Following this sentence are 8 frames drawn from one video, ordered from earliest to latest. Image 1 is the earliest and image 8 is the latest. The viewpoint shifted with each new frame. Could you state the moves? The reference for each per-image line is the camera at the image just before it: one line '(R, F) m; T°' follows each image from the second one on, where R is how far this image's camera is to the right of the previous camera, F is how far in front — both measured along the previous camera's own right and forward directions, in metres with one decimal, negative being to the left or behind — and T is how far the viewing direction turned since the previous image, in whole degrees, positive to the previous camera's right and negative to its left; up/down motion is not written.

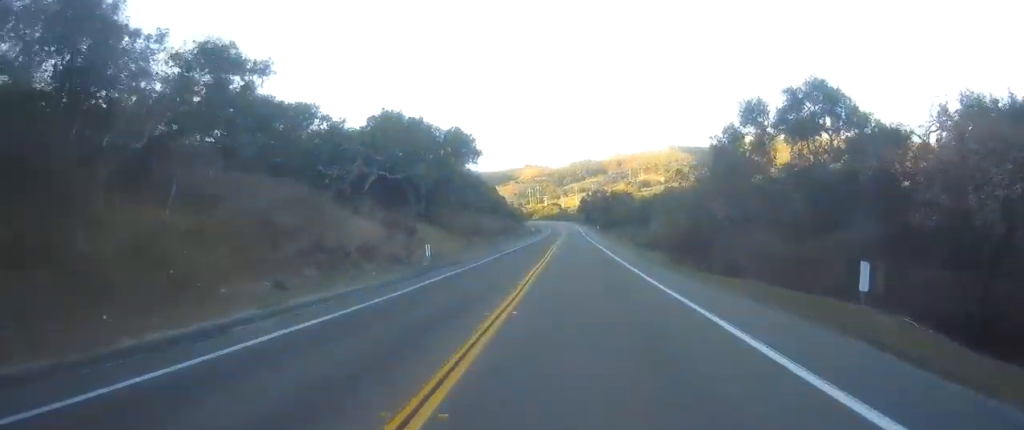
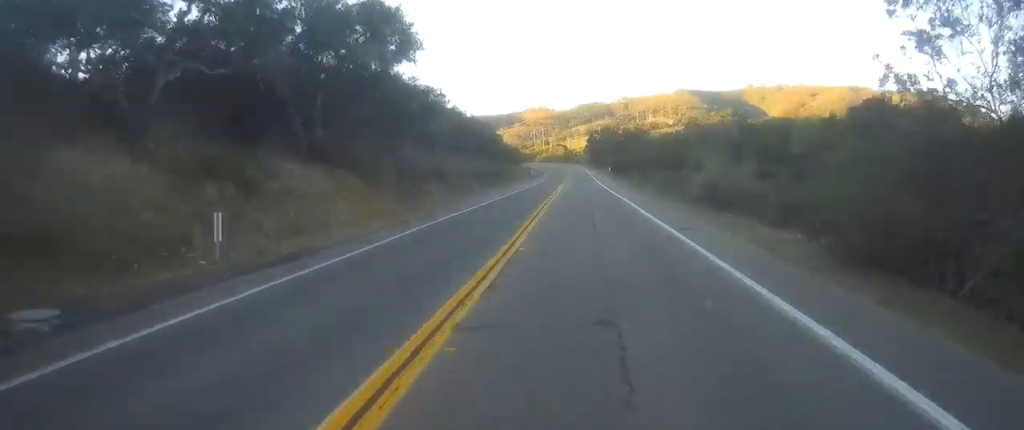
(-0.1, +22.6) m; 0°
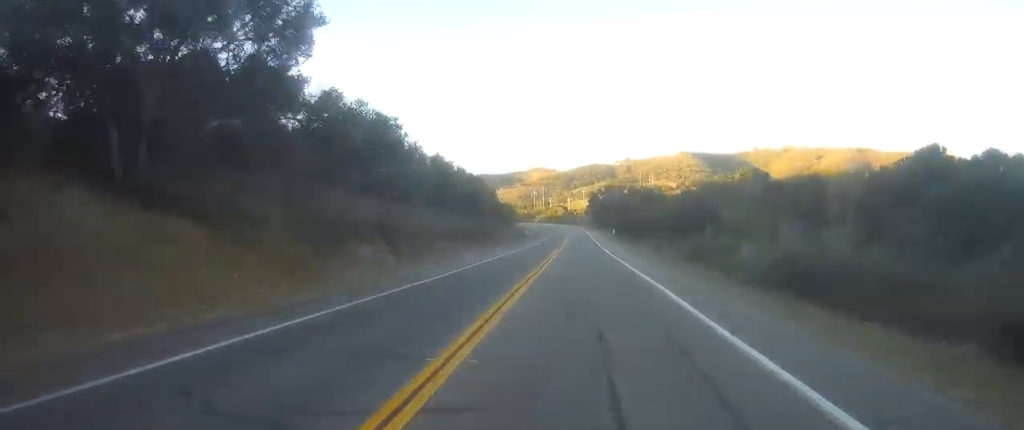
(-0.1, +13.2) m; 0°
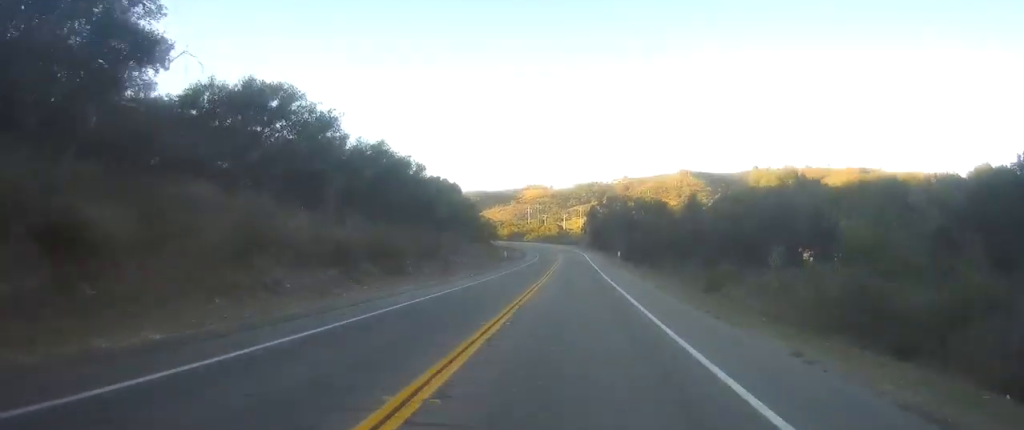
(+0.2, +23.2) m; 0°
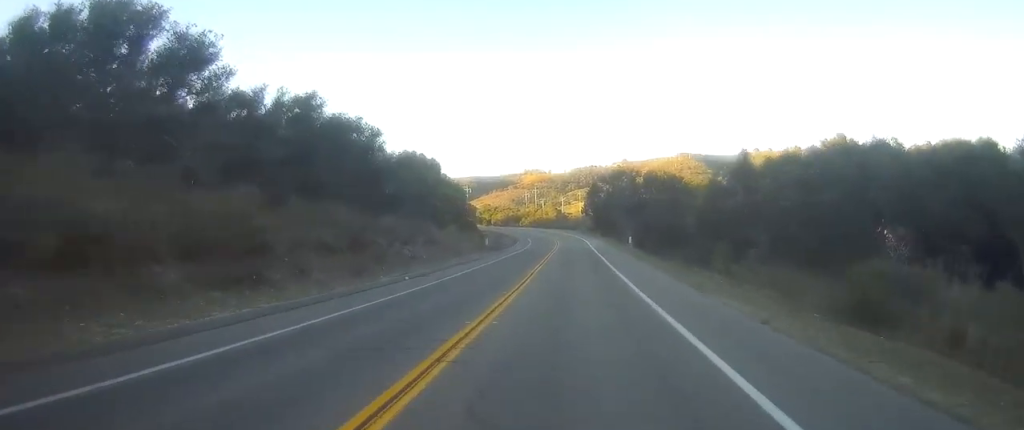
(-0.1, +16.2) m; 0°
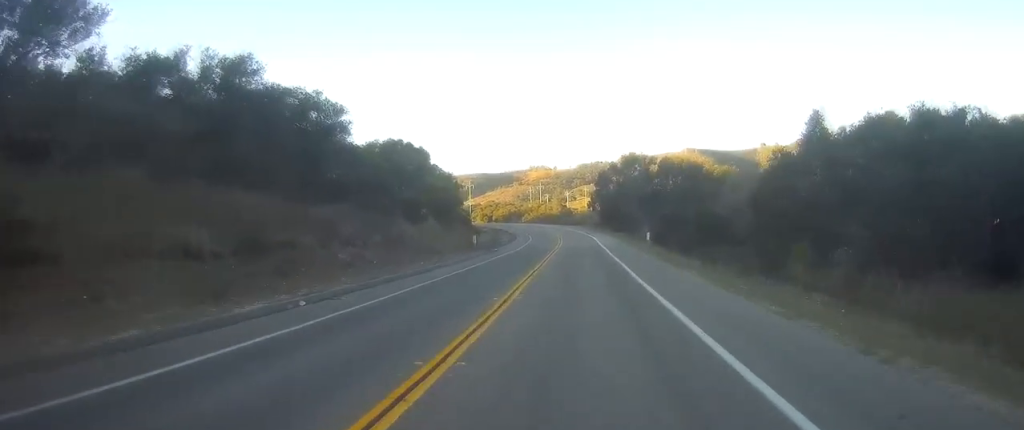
(0.0, +11.1) m; 0°
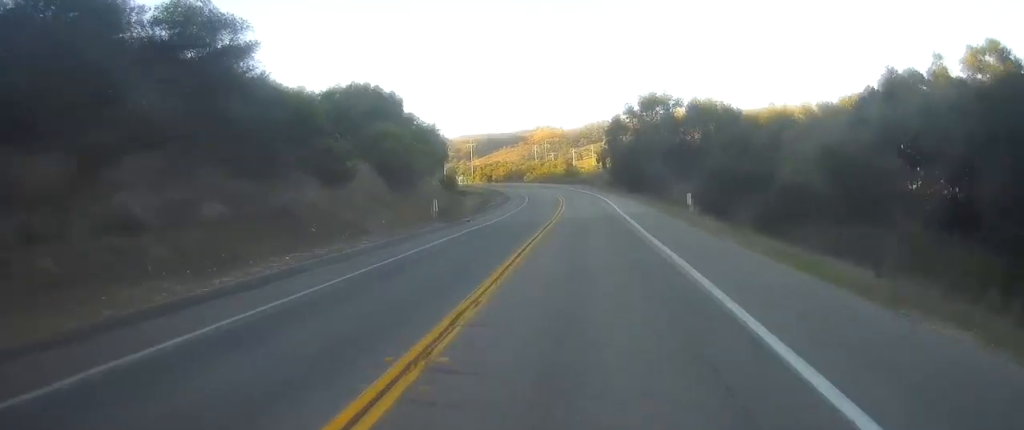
(0.0, +17.1) m; -1°
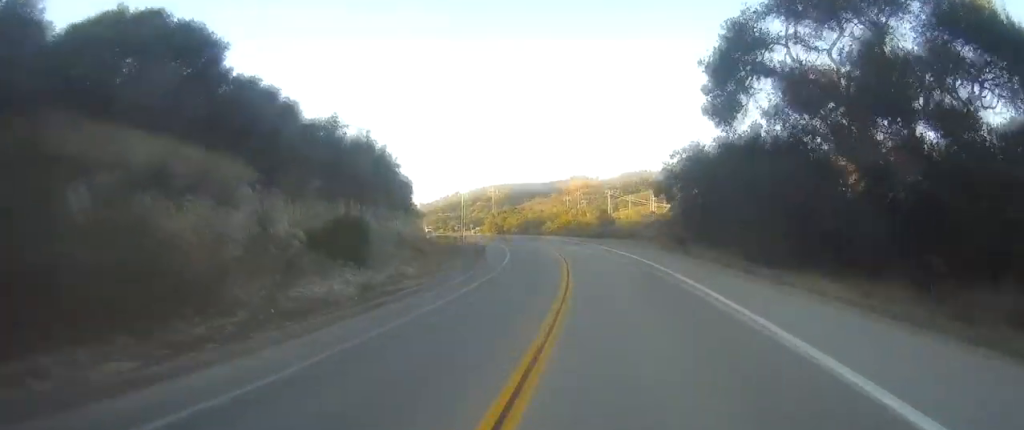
(-0.9, +43.1) m; -2°
